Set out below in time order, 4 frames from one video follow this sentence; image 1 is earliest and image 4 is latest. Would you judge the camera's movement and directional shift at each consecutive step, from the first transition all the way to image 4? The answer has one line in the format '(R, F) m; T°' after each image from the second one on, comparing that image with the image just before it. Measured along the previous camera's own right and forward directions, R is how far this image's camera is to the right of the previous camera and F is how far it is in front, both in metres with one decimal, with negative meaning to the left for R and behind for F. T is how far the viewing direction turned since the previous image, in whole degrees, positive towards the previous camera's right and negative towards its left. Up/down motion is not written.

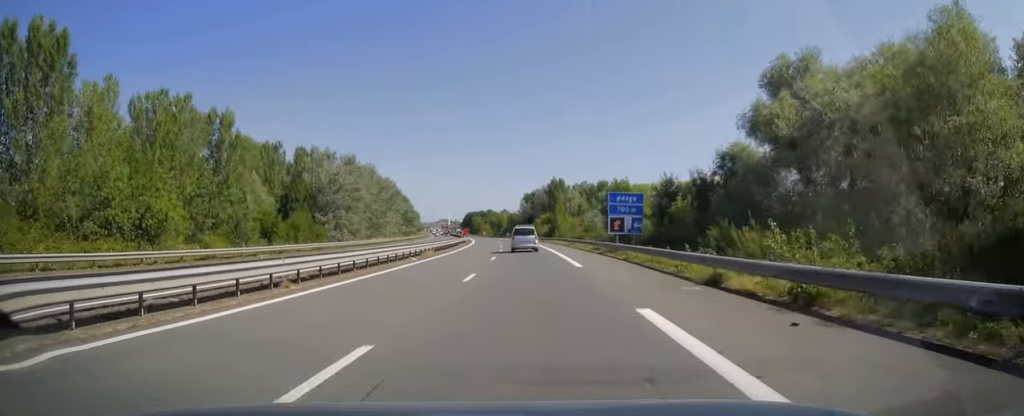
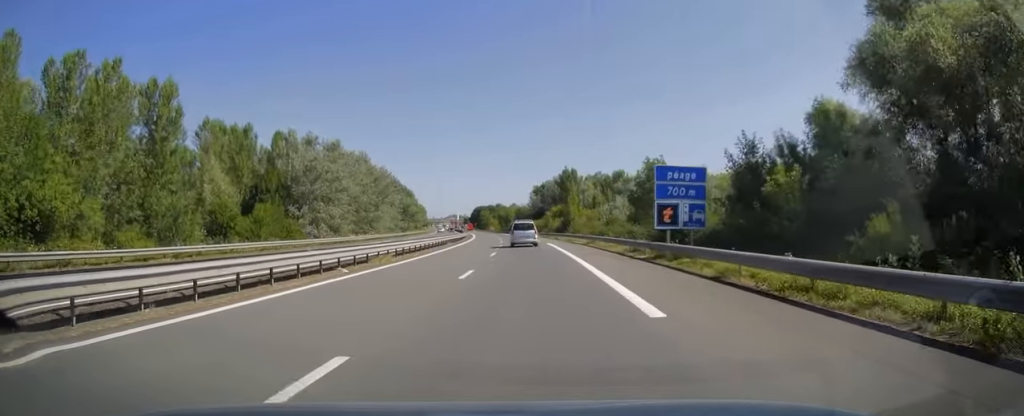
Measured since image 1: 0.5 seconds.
(-0.2, +14.2) m; -1°
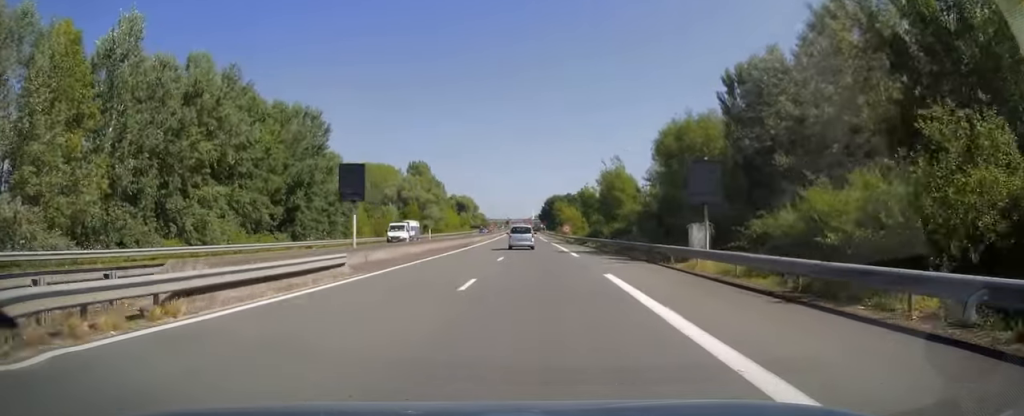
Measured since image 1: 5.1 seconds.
(-10.5, +135.8) m; -8°
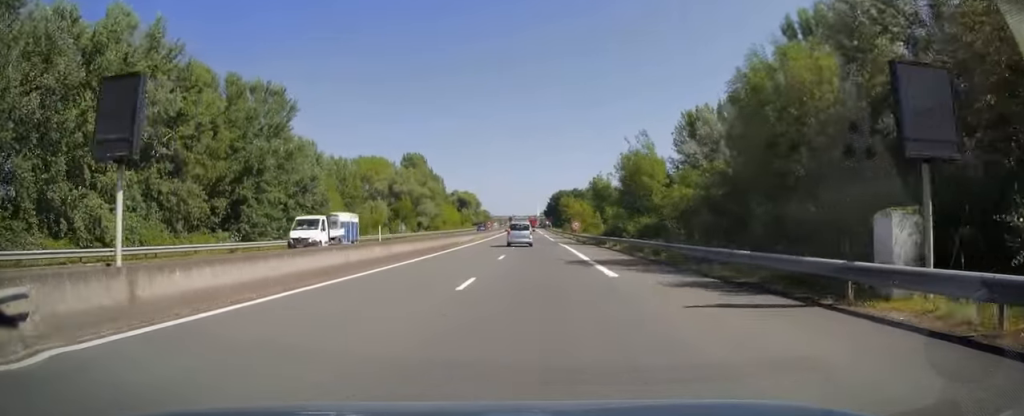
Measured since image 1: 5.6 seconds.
(-0.1, +14.1) m; 0°
